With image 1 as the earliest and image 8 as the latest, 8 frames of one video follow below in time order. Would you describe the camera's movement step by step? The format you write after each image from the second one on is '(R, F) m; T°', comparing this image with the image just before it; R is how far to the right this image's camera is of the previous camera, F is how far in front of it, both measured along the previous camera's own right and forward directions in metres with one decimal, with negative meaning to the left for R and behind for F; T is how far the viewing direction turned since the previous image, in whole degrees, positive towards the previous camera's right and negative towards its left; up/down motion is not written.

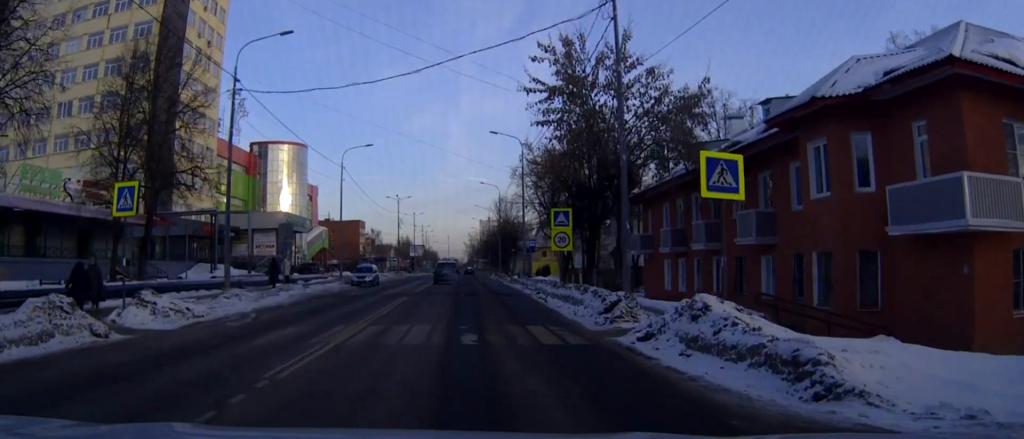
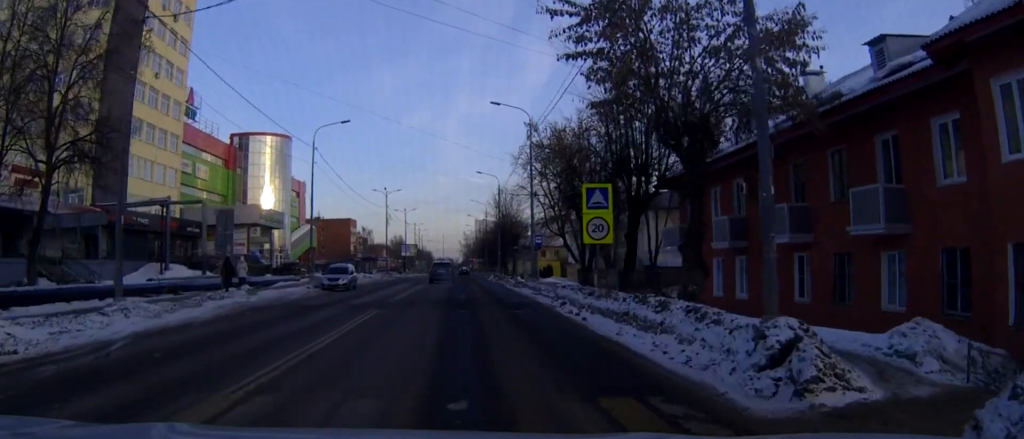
(-0.1, +9.6) m; -2°
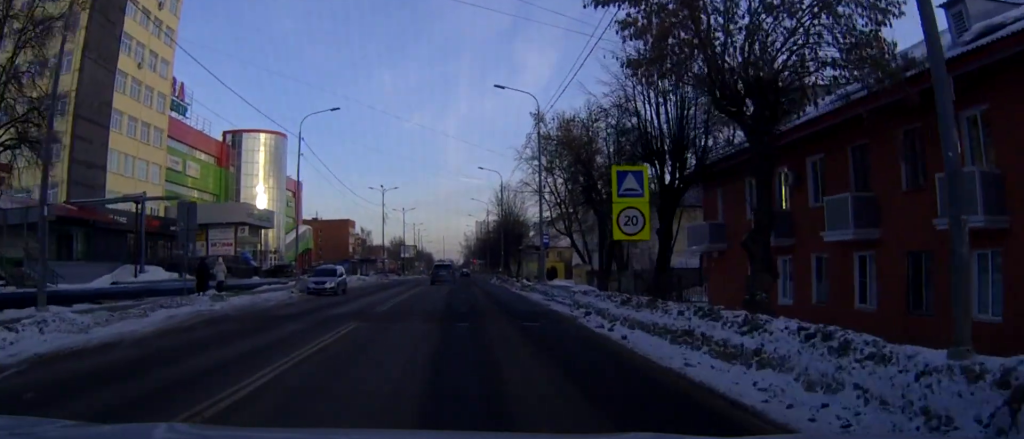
(0.0, +4.2) m; 0°
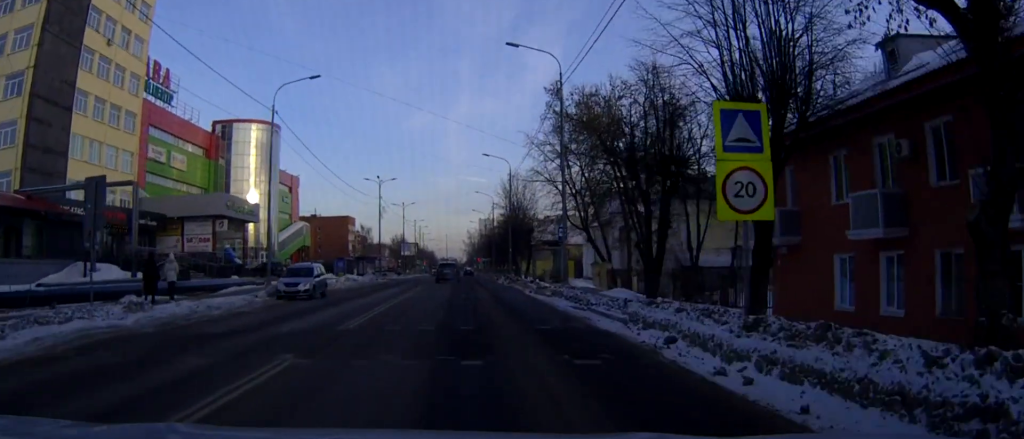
(0.0, +7.0) m; +1°
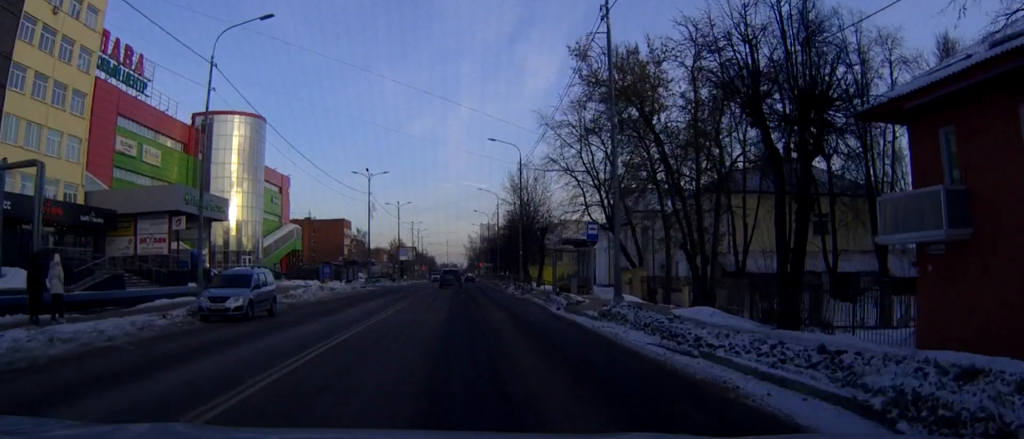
(+0.1, +9.9) m; +2°
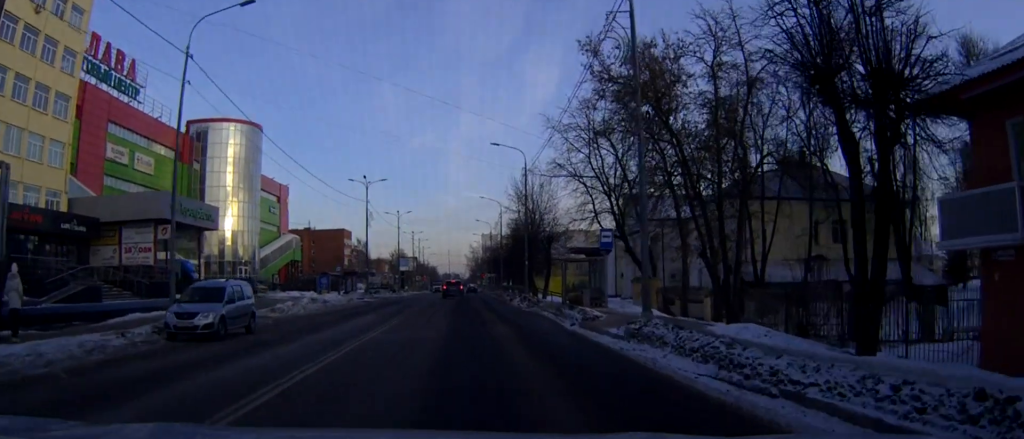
(0.0, +3.1) m; 0°
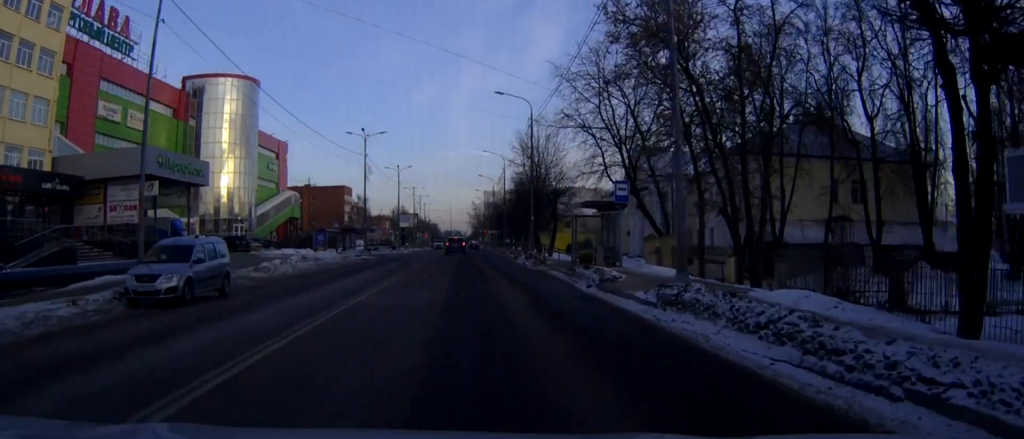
(0.0, +2.8) m; 0°
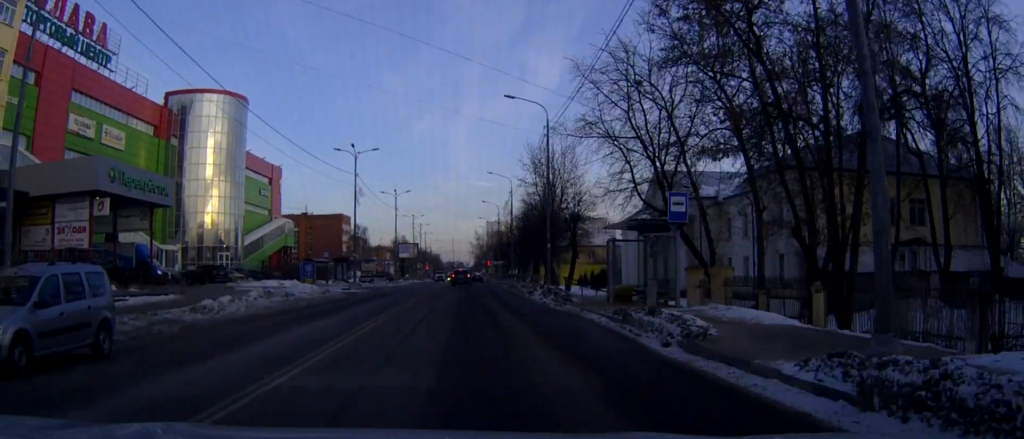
(0.0, +7.8) m; 0°
